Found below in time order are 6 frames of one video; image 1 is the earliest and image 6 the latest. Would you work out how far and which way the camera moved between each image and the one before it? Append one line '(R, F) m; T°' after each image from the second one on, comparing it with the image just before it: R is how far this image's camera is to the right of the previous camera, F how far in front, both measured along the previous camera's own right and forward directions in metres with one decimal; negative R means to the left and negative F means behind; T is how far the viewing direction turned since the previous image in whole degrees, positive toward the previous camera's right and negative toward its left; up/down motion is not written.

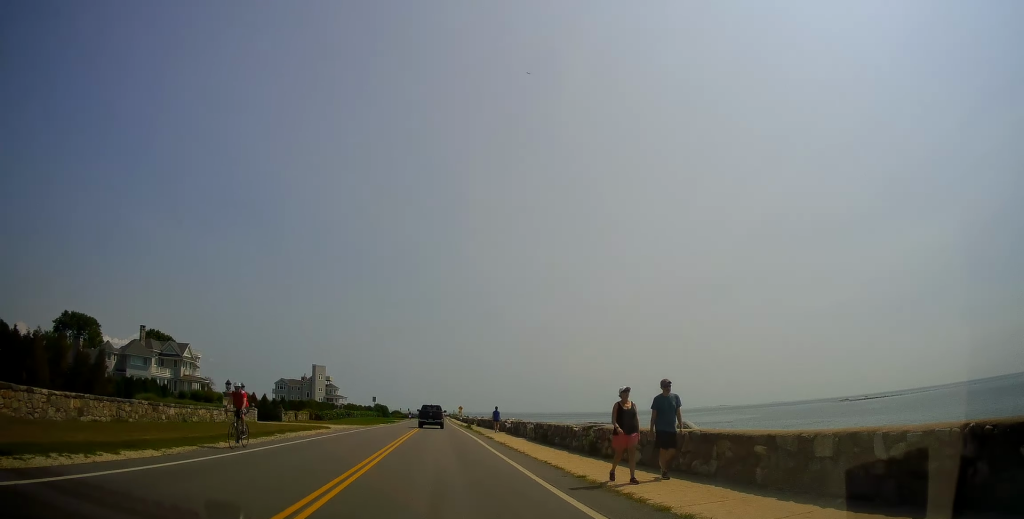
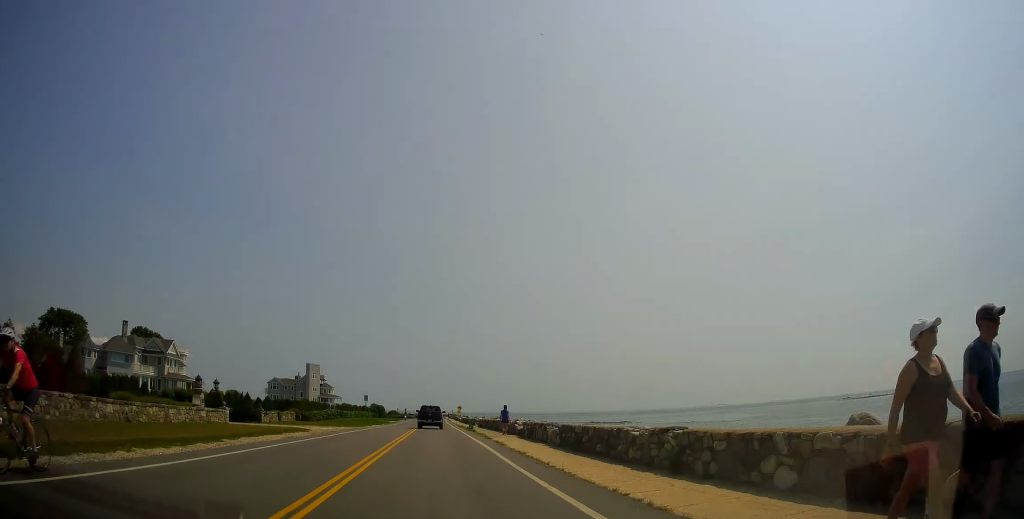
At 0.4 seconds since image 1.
(0.0, +6.2) m; 0°
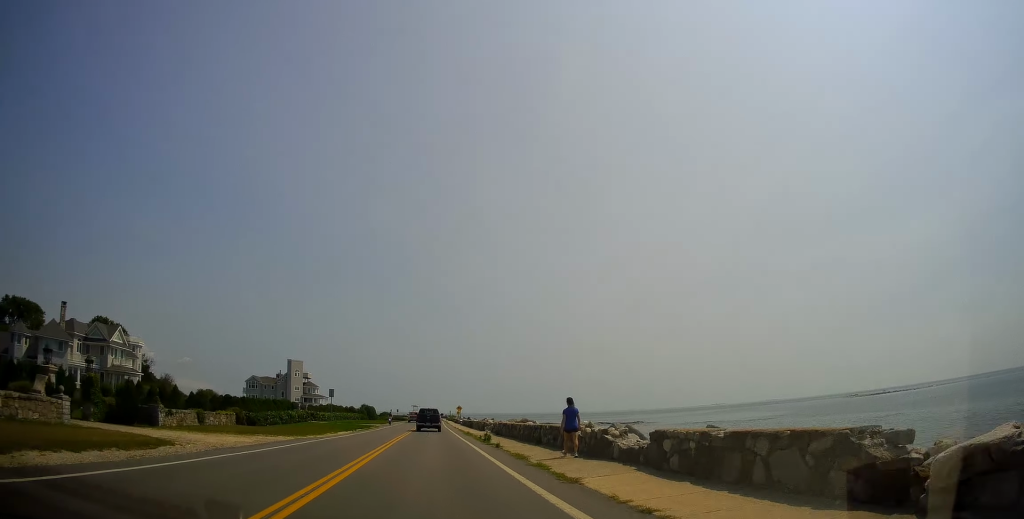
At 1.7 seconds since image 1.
(+0.1, +19.2) m; +2°
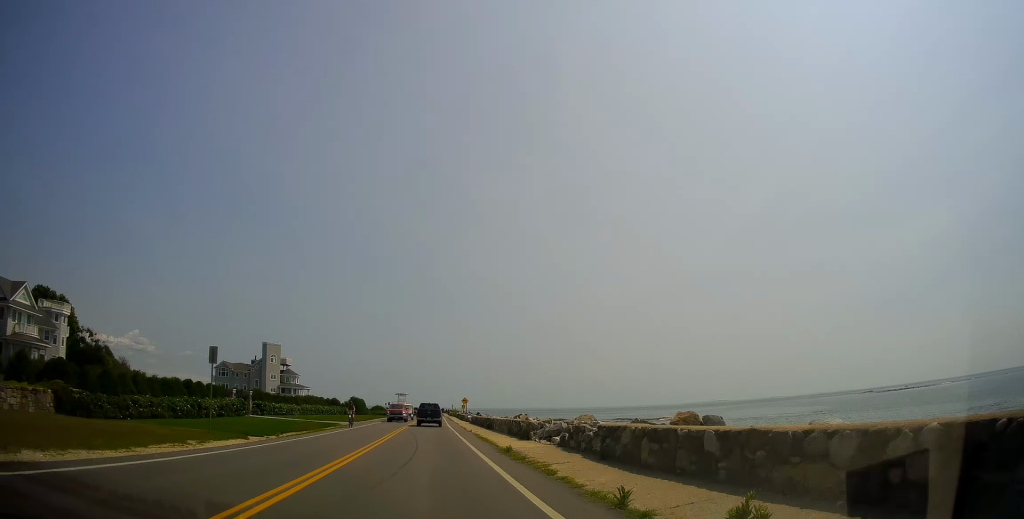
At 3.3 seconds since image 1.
(+0.2, +24.6) m; +1°
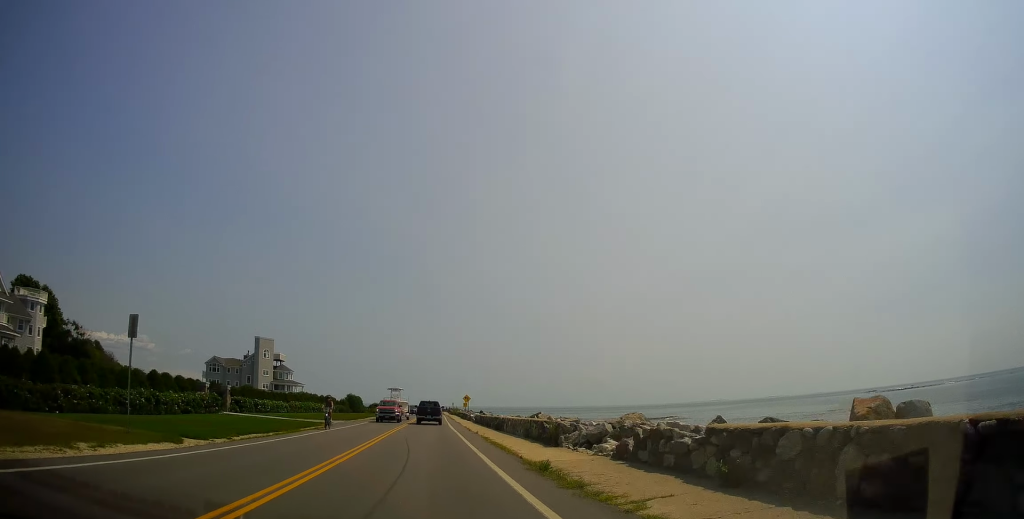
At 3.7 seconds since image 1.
(+0.2, +6.2) m; -1°
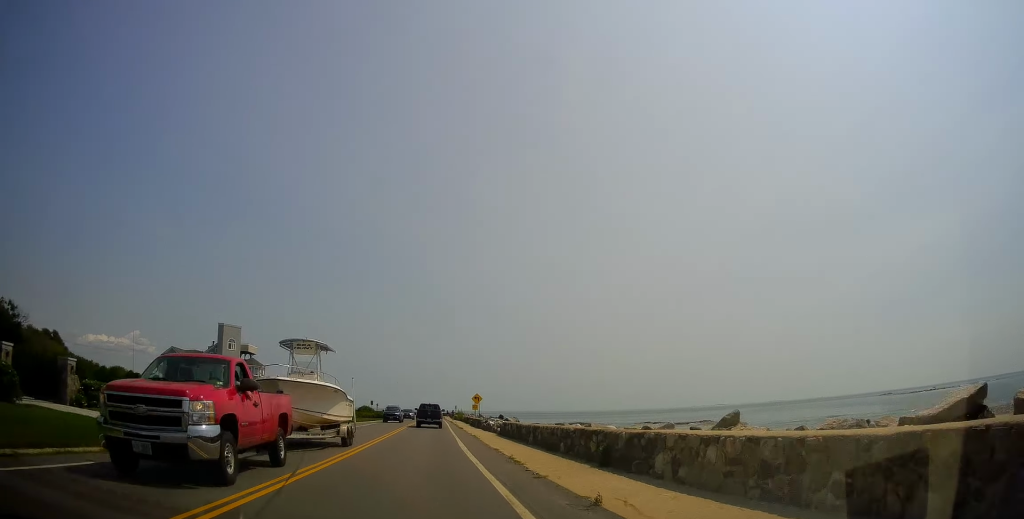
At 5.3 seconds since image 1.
(-1.0, +23.6) m; -3°
